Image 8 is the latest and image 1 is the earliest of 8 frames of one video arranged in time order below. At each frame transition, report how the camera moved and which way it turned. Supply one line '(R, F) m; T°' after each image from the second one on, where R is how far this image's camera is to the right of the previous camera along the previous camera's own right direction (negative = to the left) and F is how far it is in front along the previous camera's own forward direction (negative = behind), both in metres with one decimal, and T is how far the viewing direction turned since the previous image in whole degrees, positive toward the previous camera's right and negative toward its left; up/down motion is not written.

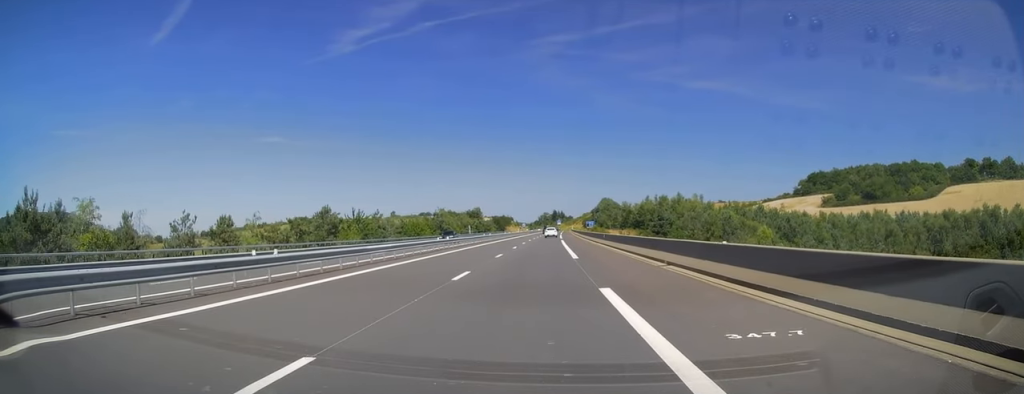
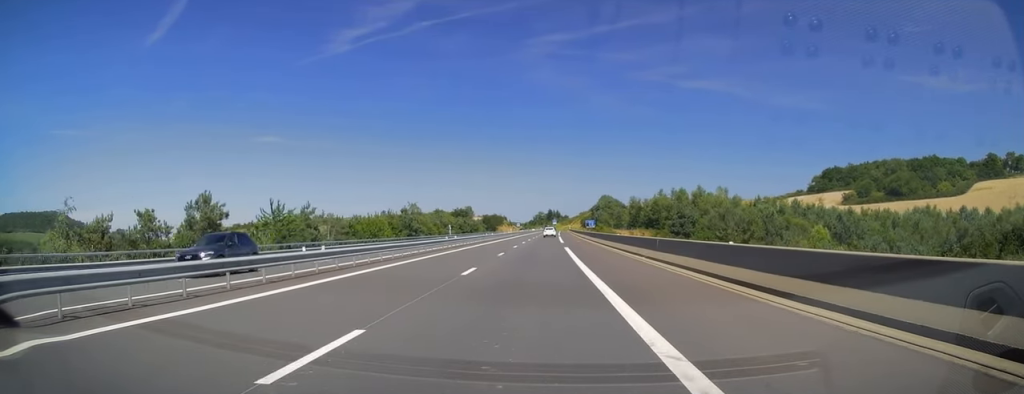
(-0.1, +24.3) m; 0°
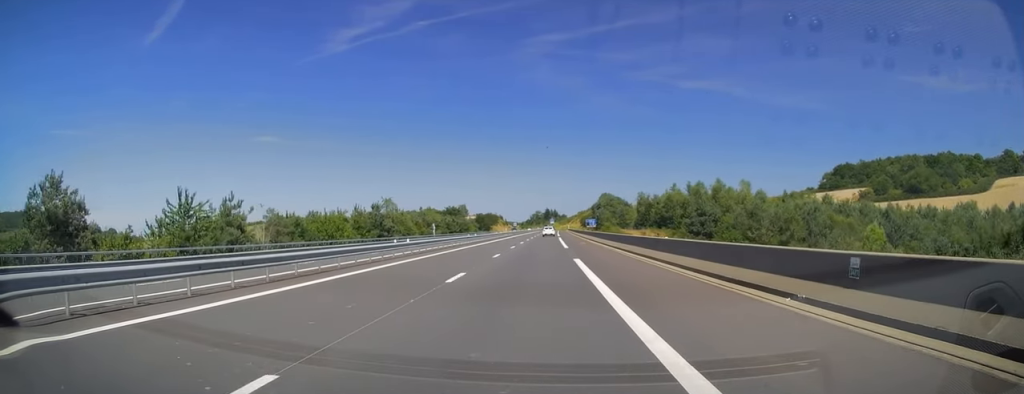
(-0.2, +15.8) m; 0°
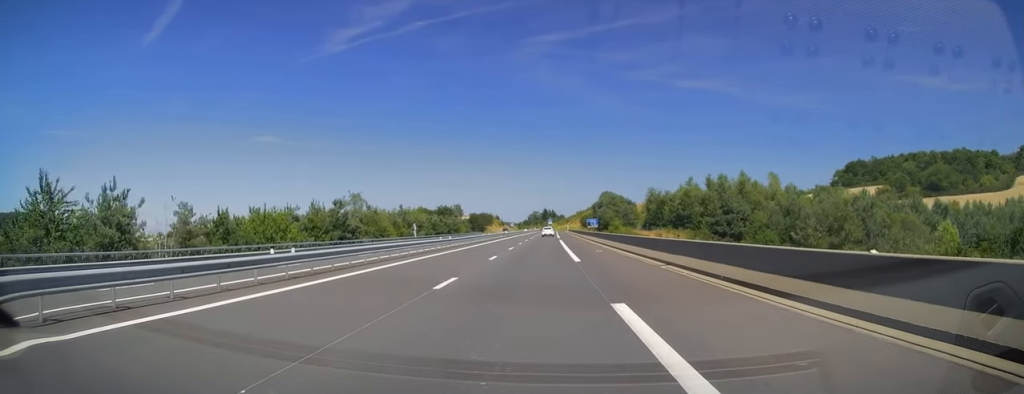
(+0.2, +14.7) m; +1°
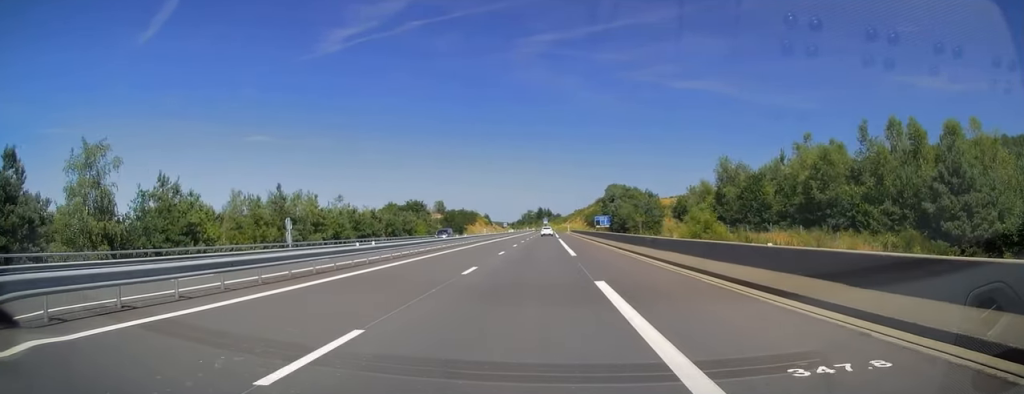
(+0.8, +48.3) m; +1°
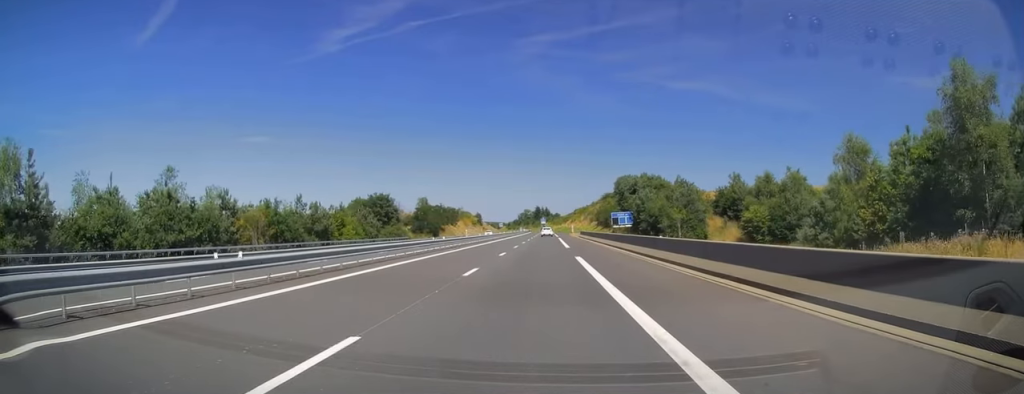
(-0.3, +40.0) m; 0°
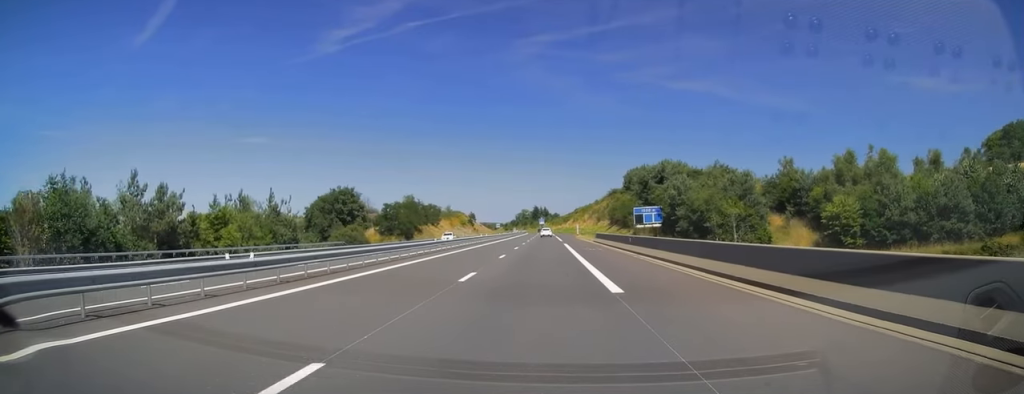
(+0.2, +27.8) m; 0°
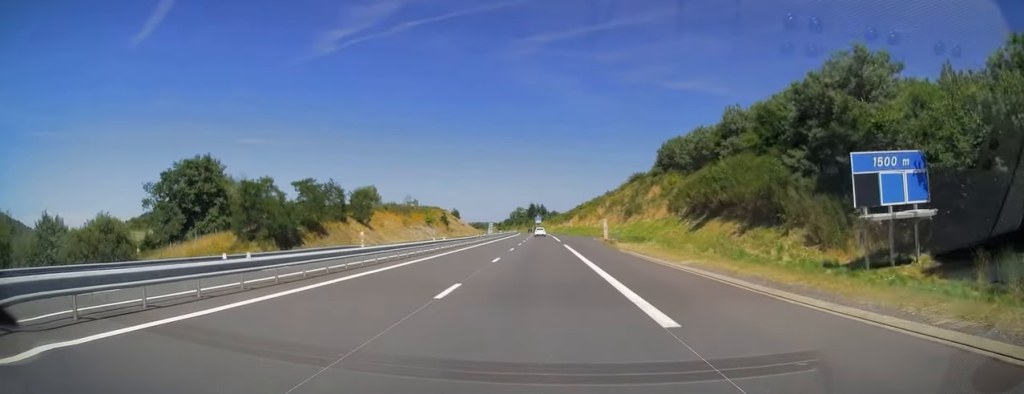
(0.0, +56.4) m; 0°
